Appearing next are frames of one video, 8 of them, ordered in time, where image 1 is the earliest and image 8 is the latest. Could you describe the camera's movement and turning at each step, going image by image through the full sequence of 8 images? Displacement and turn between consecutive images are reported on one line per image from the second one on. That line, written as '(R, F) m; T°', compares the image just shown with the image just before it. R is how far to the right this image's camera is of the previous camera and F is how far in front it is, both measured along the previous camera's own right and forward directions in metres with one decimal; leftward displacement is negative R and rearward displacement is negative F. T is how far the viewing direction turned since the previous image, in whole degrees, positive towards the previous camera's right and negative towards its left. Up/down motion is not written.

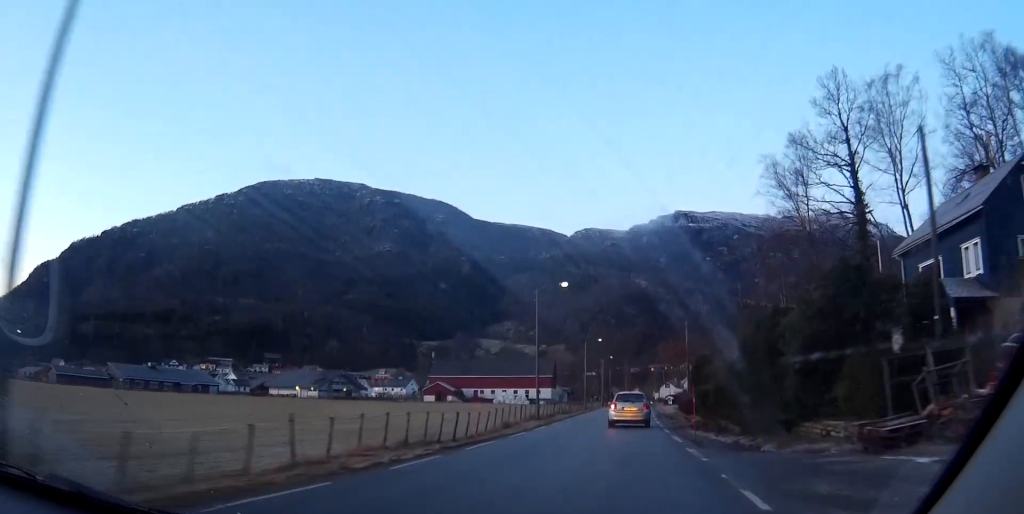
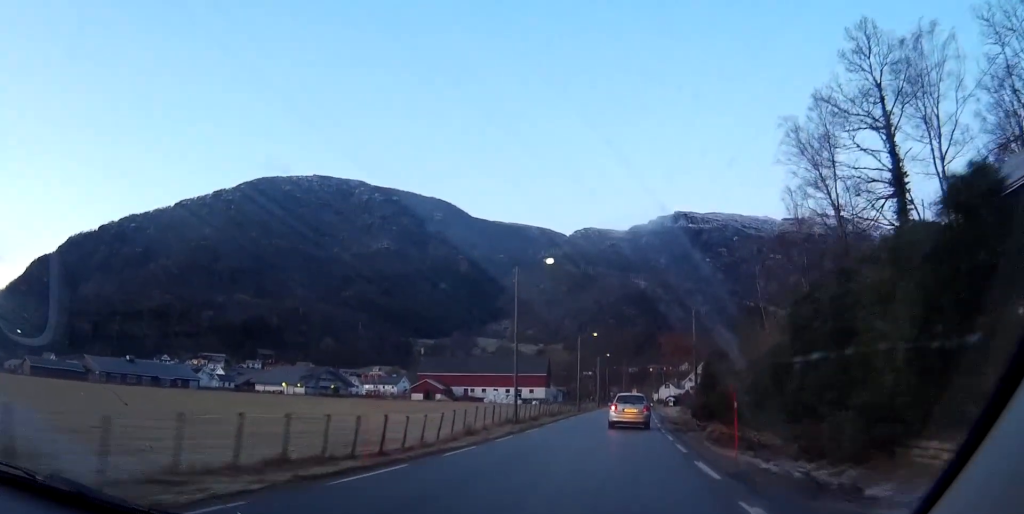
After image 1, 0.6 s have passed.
(0.0, +8.6) m; 0°
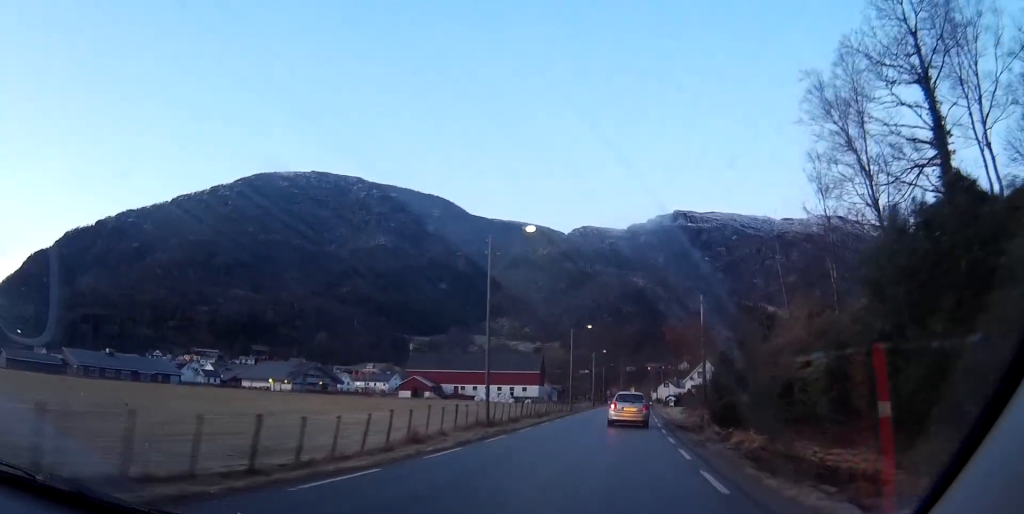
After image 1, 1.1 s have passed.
(+0.1, +7.5) m; 0°
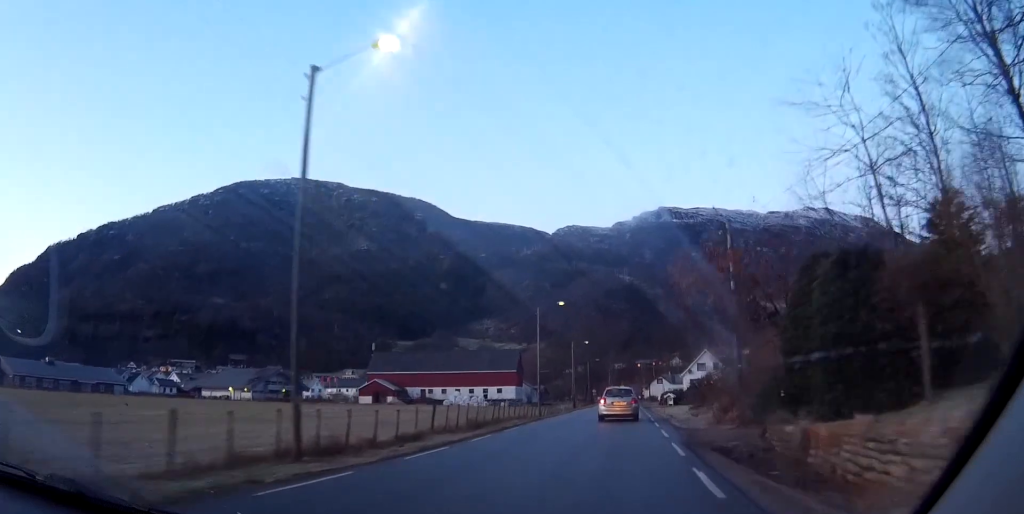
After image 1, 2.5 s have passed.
(+0.2, +18.7) m; +1°
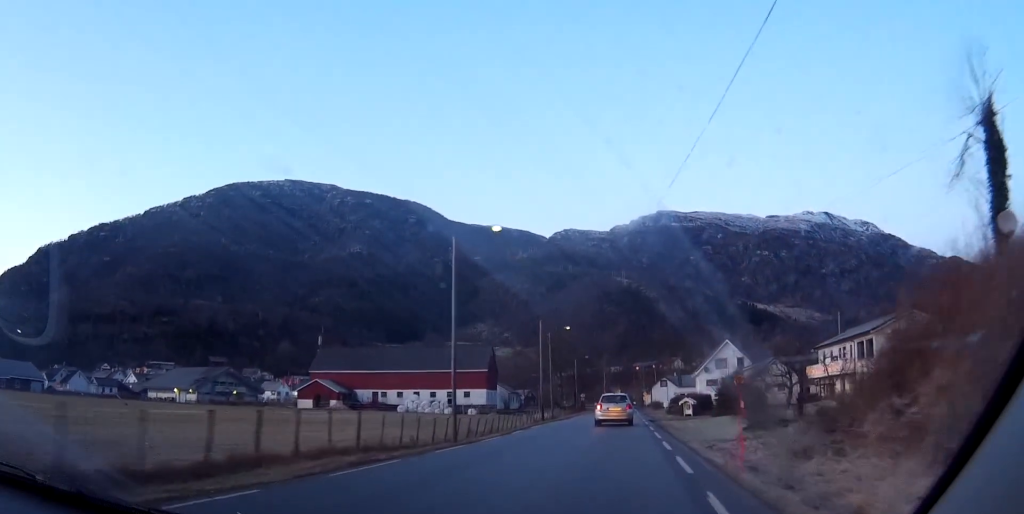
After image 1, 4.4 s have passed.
(0.0, +26.5) m; -1°
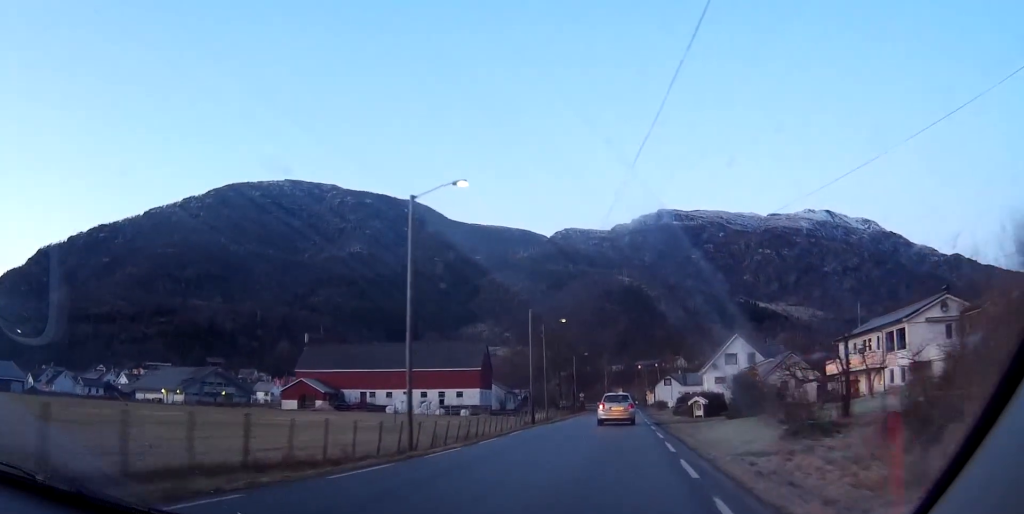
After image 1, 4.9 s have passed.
(0.0, +6.3) m; 0°
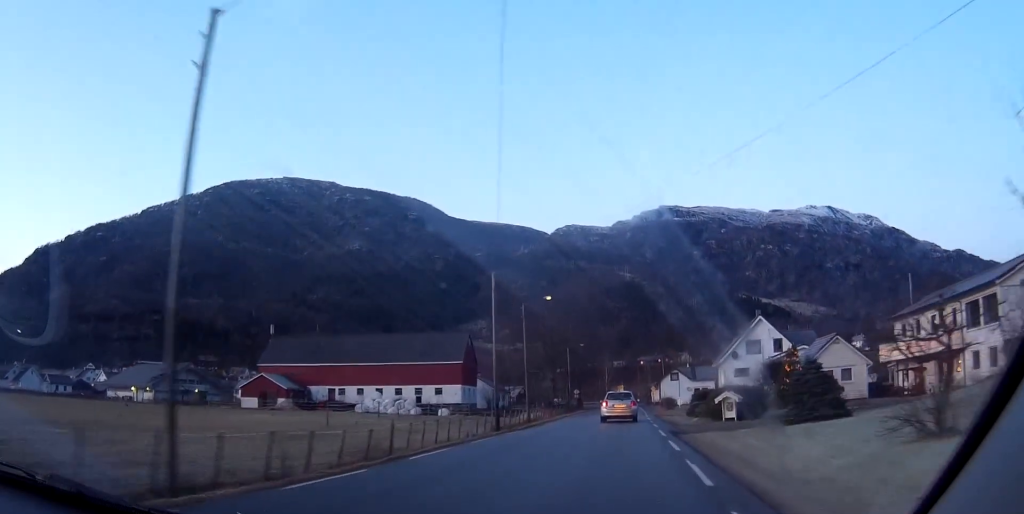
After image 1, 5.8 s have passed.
(-0.1, +12.9) m; 0°
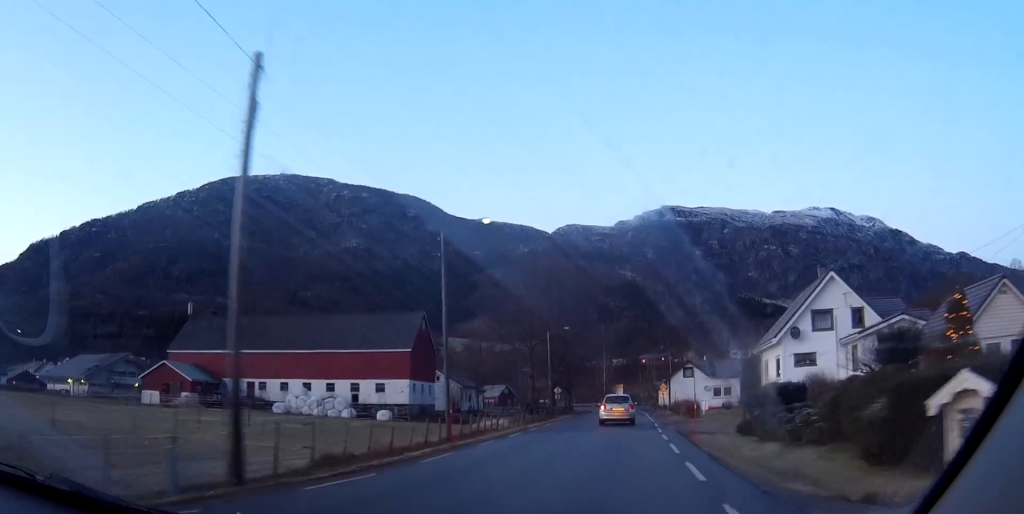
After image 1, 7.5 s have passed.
(-0.1, +22.6) m; 0°
